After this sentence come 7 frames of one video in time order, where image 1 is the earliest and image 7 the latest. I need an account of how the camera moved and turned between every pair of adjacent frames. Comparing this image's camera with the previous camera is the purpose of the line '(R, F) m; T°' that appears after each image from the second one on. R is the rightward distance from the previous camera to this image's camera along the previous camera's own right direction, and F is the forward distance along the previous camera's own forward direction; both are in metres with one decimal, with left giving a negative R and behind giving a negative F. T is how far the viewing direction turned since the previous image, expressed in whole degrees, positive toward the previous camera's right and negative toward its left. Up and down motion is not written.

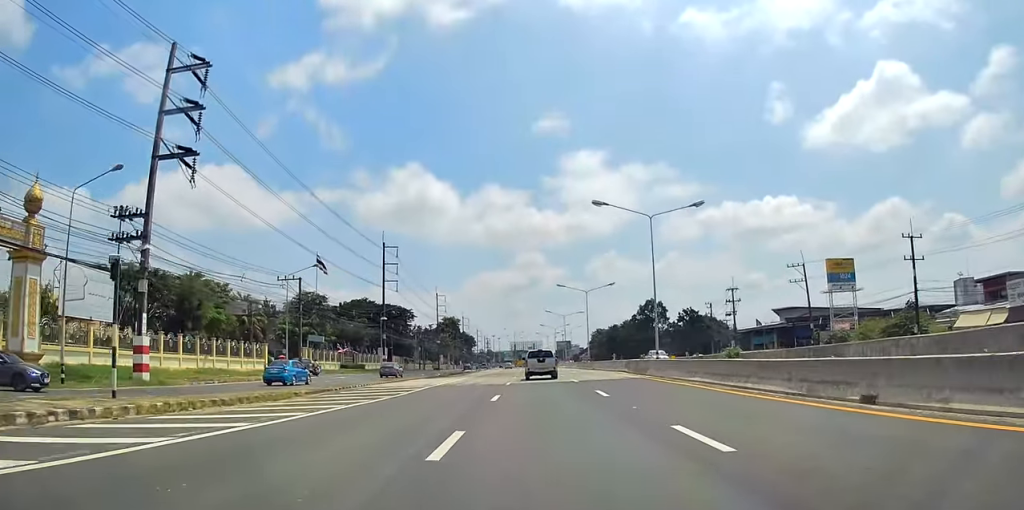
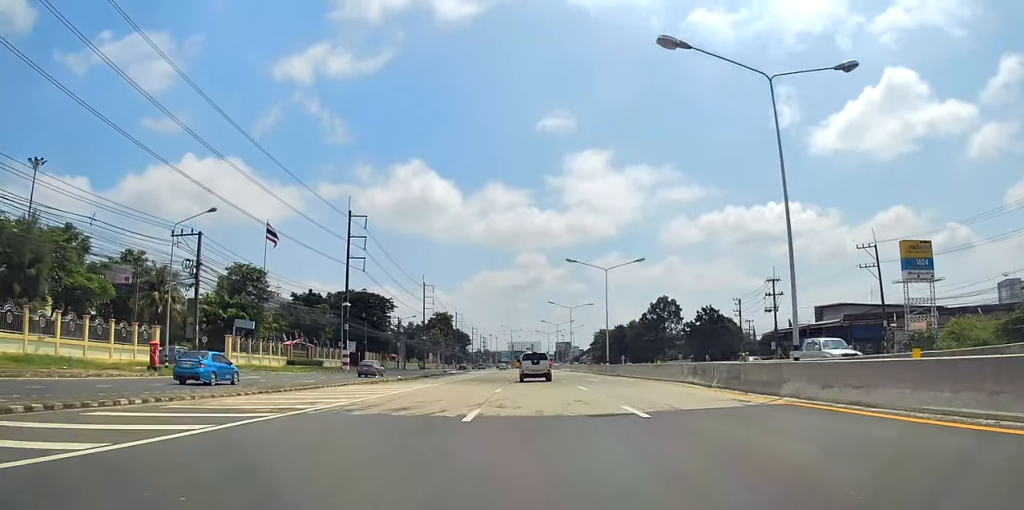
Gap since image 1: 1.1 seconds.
(+0.3, +18.3) m; 0°
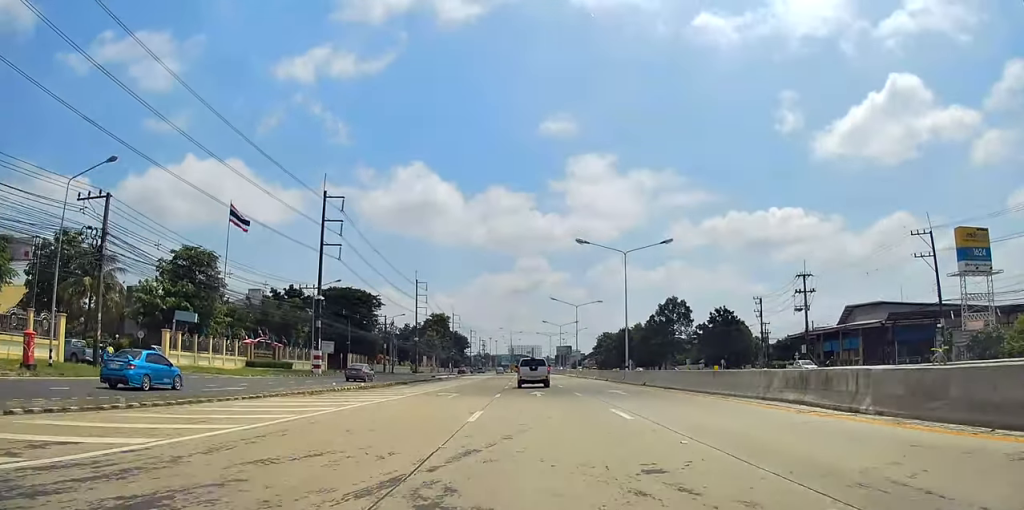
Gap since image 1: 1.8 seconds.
(-0.1, +10.4) m; 0°
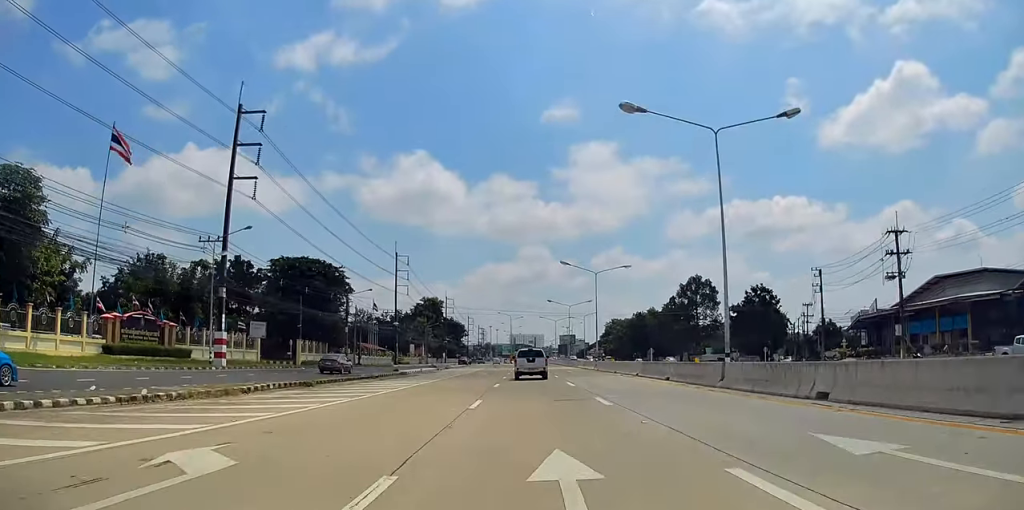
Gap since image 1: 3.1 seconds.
(+0.2, +21.1) m; 0°
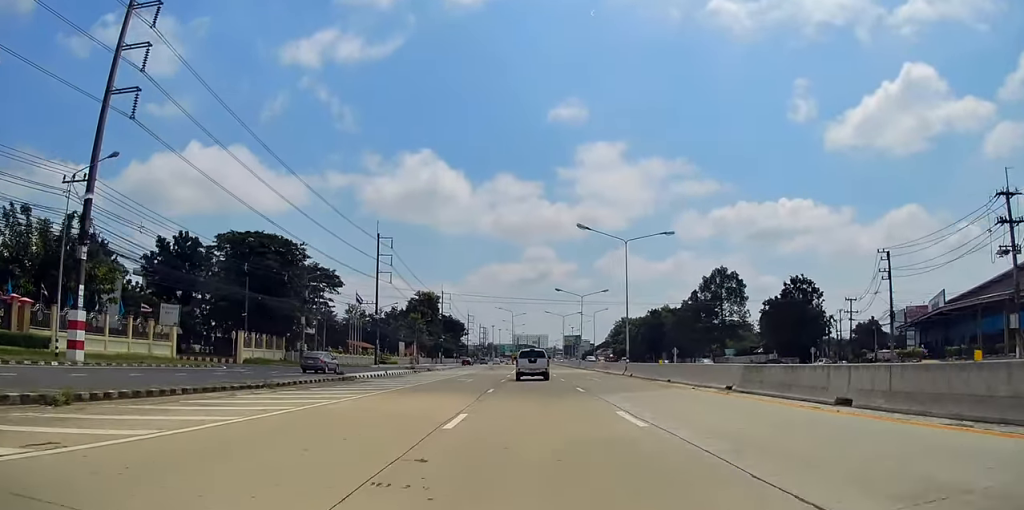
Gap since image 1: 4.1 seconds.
(-0.2, +16.2) m; 0°
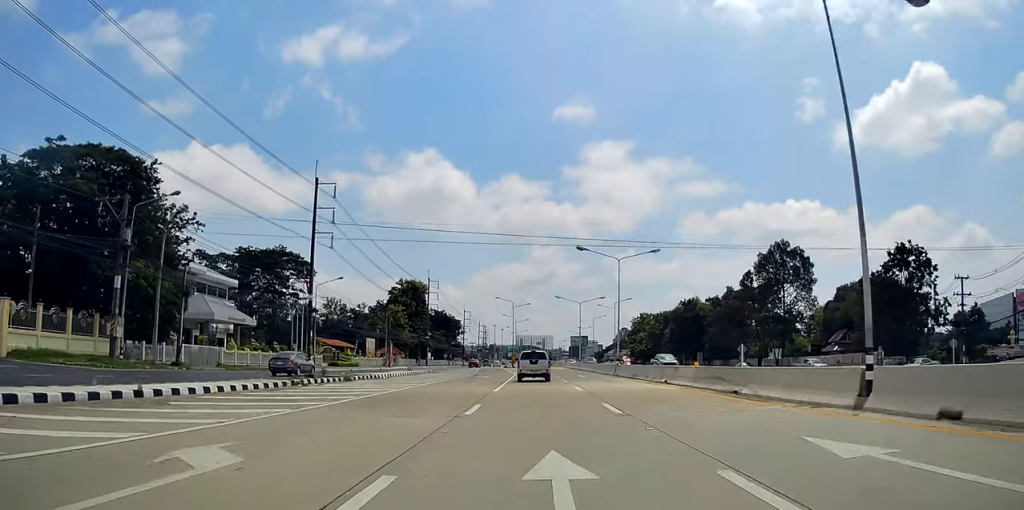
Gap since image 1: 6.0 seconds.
(+0.1, +29.8) m; 0°
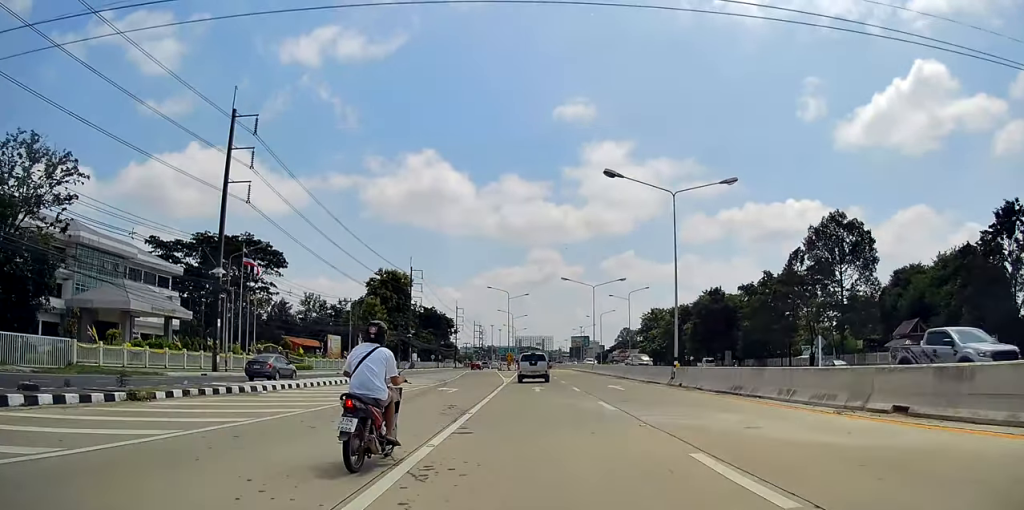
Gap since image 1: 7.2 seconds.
(+0.2, +19.6) m; 0°
